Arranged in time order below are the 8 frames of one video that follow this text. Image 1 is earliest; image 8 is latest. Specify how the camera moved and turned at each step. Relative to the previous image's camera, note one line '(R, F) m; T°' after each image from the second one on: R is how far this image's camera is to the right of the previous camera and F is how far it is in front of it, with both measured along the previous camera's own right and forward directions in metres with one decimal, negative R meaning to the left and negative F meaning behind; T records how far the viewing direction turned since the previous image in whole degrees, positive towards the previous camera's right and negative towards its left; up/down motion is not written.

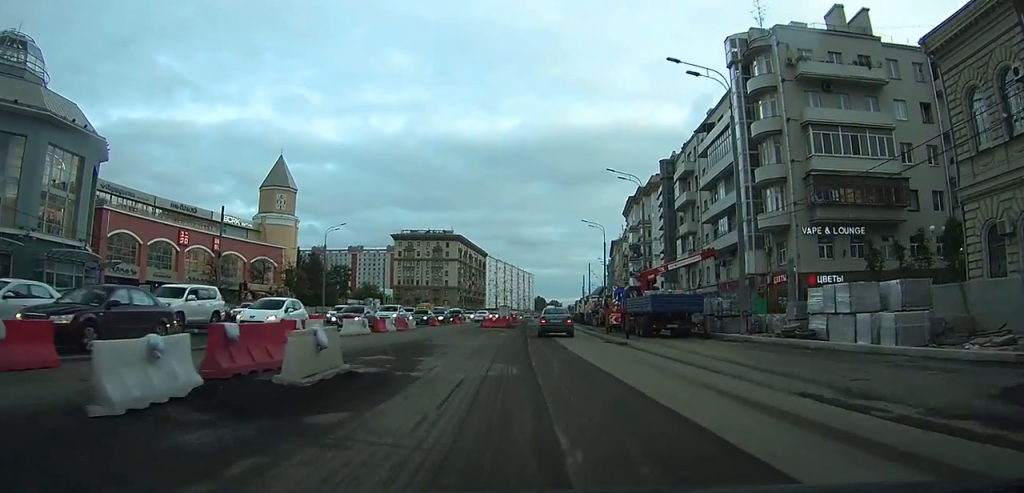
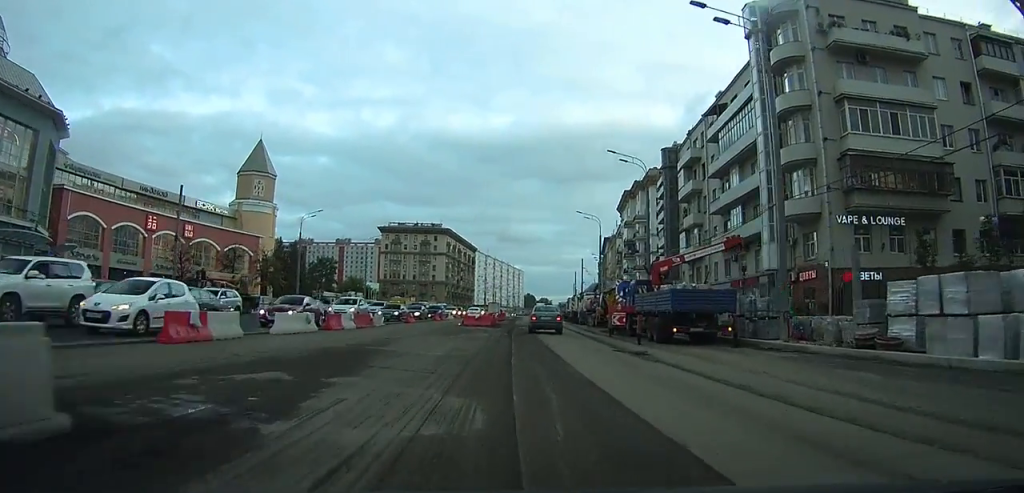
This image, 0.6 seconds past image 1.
(+0.1, +6.2) m; +1°
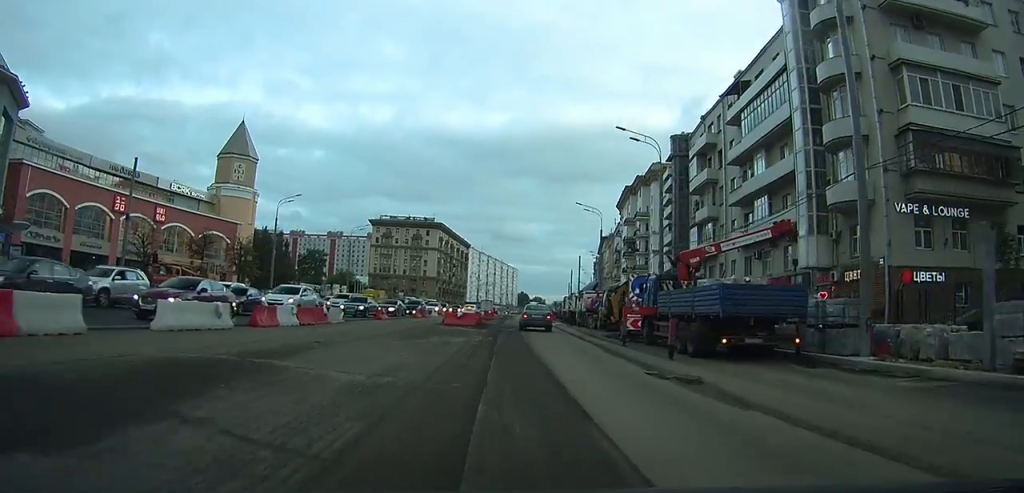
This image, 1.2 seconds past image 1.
(0.0, +6.6) m; +1°
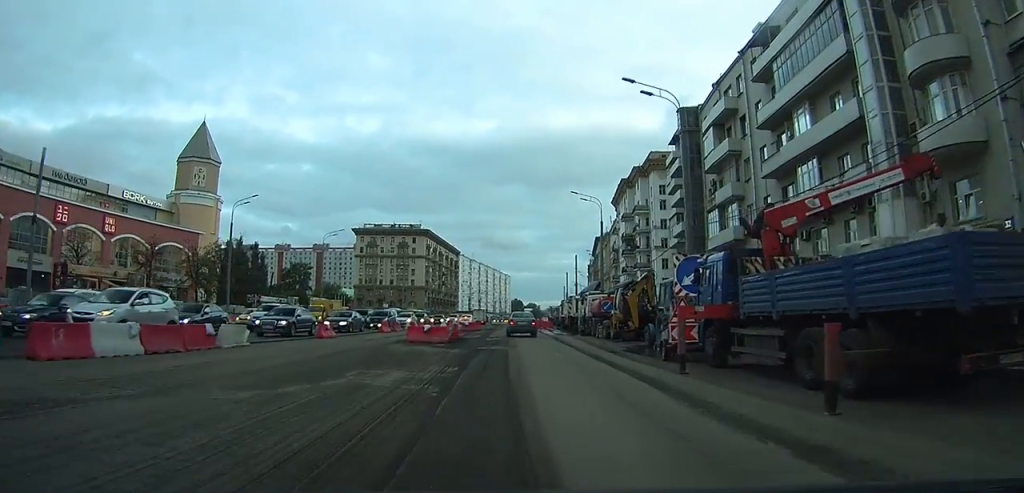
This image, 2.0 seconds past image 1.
(+0.3, +9.8) m; +2°
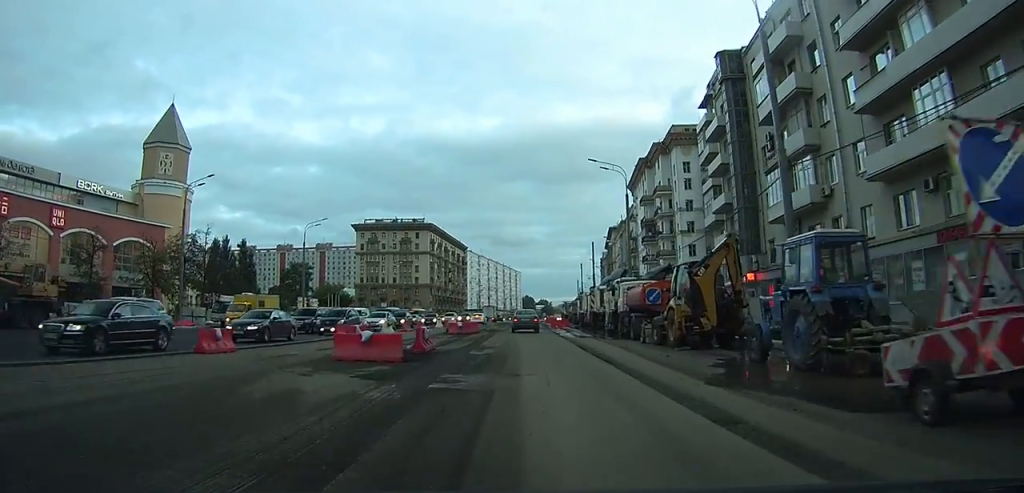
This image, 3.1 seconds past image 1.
(+0.2, +11.9) m; 0°
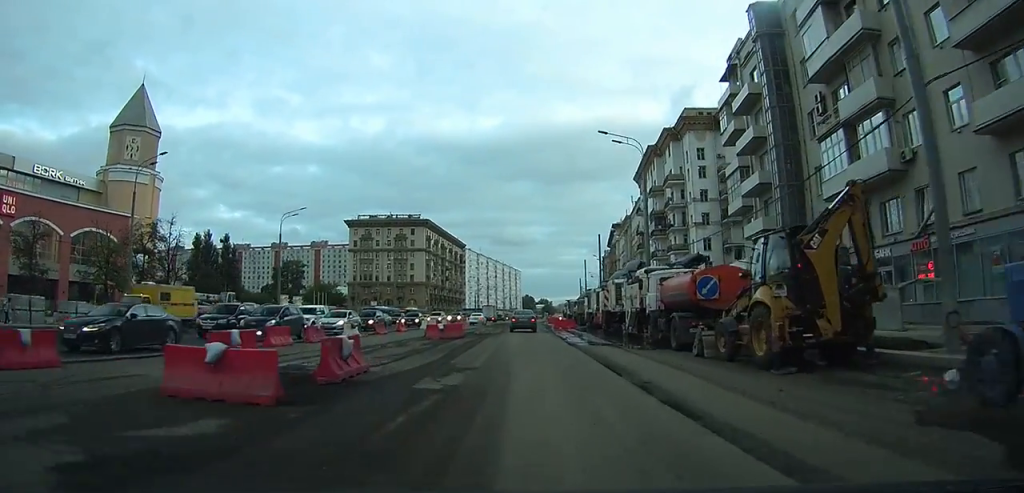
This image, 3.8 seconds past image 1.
(-0.1, +8.2) m; 0°
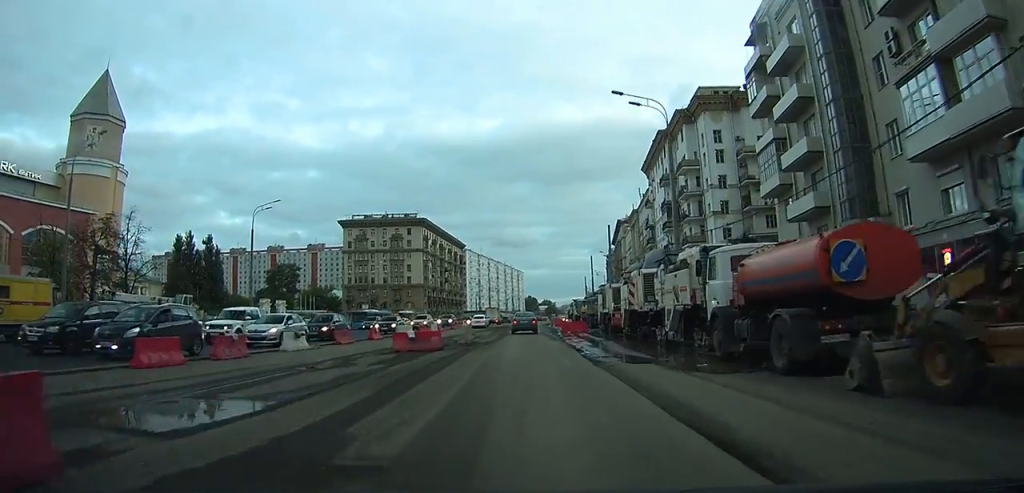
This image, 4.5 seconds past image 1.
(0.0, +8.3) m; 0°
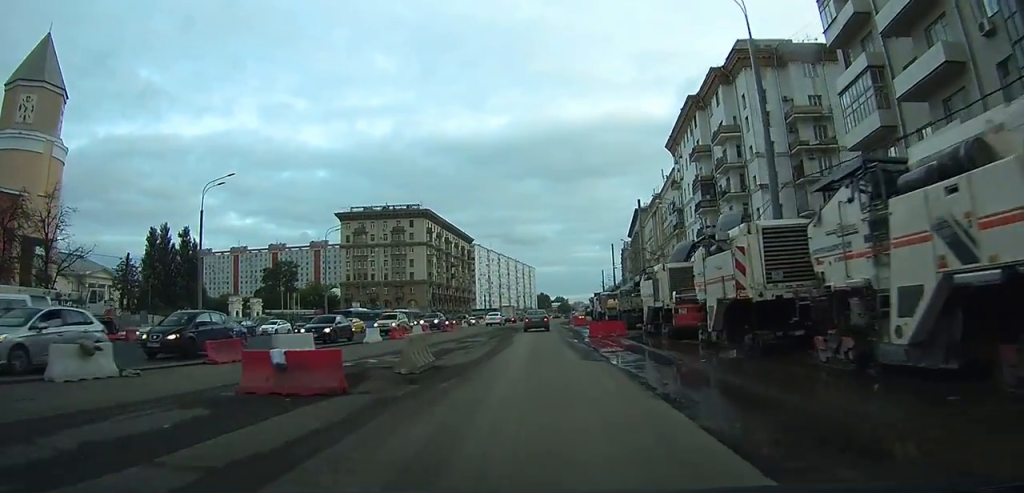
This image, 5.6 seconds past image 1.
(0.0, +13.2) m; -1°
